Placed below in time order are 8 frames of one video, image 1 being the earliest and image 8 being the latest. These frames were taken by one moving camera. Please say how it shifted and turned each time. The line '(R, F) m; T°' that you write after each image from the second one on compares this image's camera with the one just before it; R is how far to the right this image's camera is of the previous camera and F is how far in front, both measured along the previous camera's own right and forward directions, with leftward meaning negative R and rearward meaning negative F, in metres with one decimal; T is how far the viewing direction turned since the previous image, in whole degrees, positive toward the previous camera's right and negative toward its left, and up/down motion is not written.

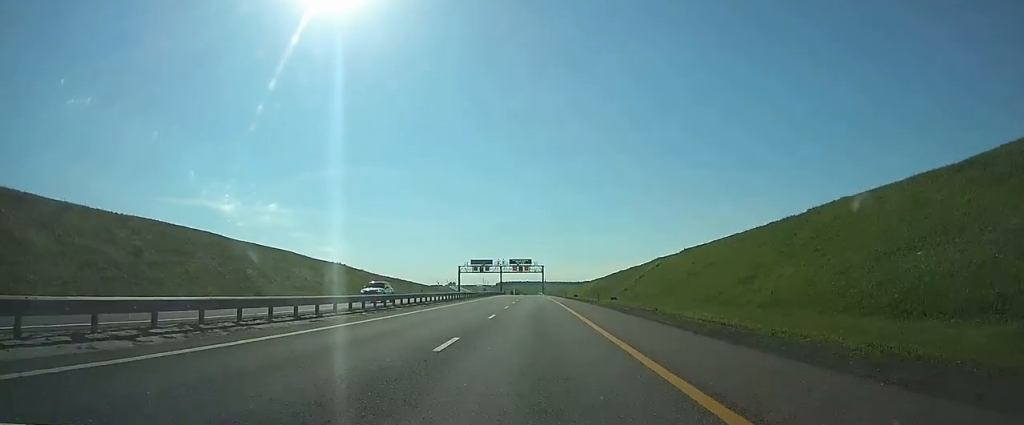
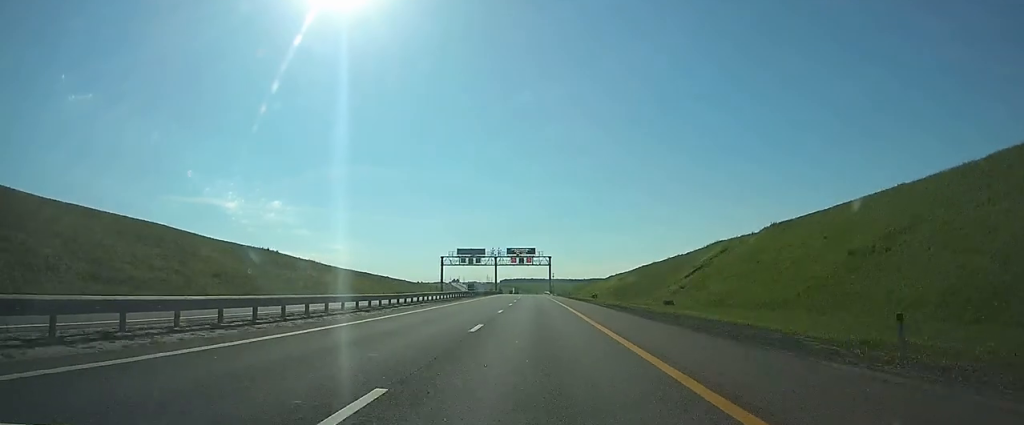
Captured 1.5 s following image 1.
(0.0, +23.4) m; 0°
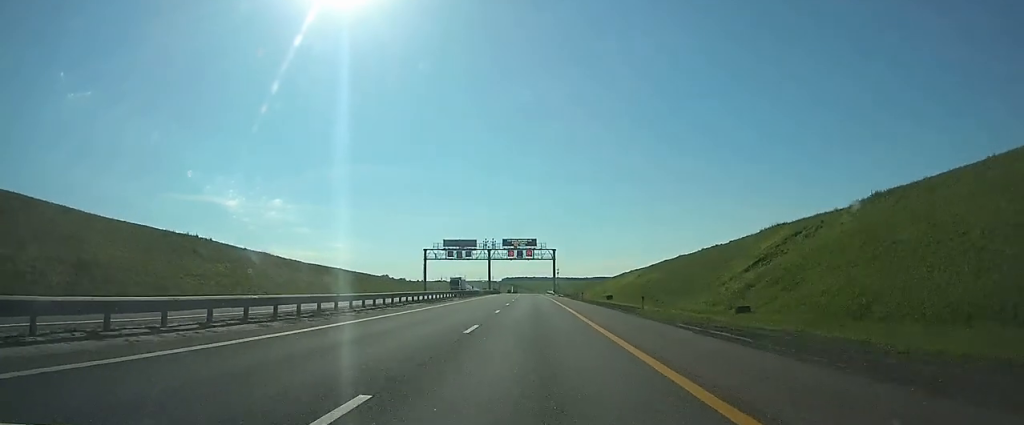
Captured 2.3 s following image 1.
(0.0, +19.1) m; -1°
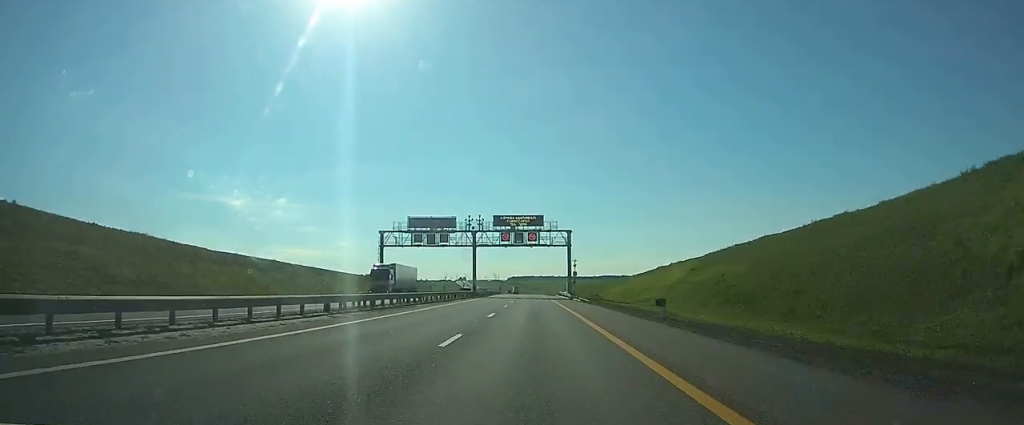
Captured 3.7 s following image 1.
(-0.6, +50.6) m; -1°
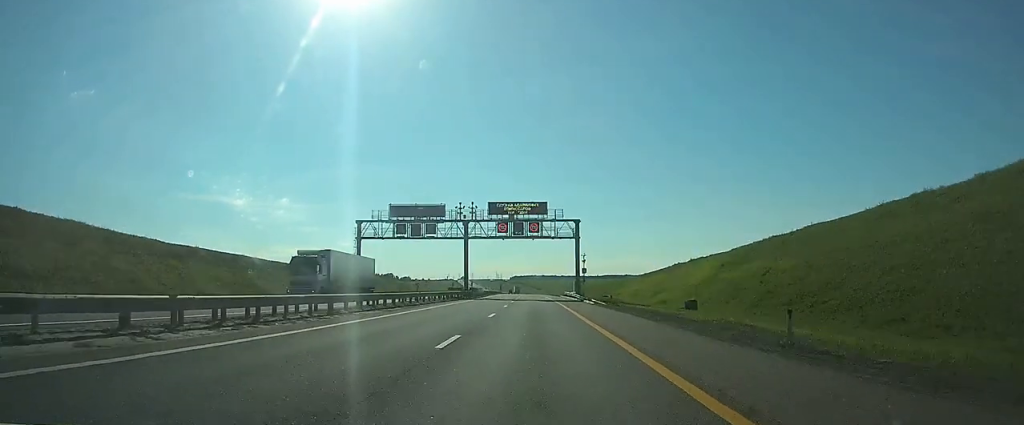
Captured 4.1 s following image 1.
(0.0, +20.1) m; 0°
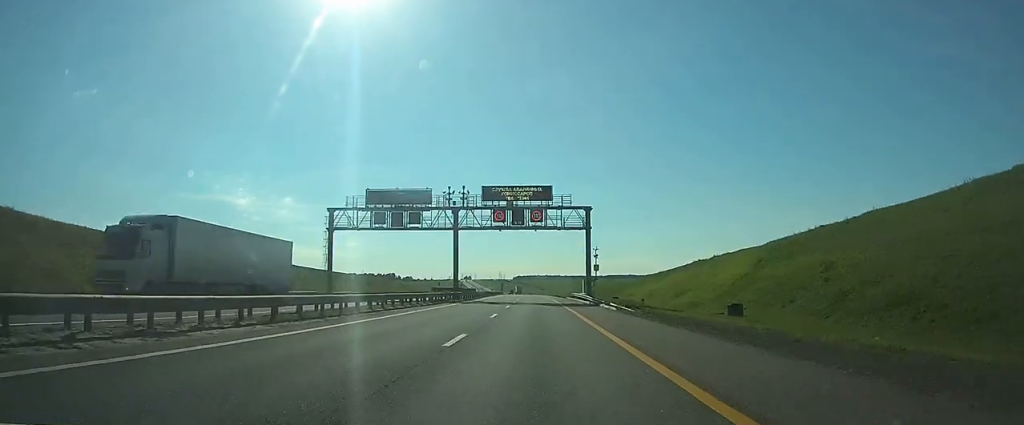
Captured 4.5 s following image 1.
(0.0, +20.3) m; 0°
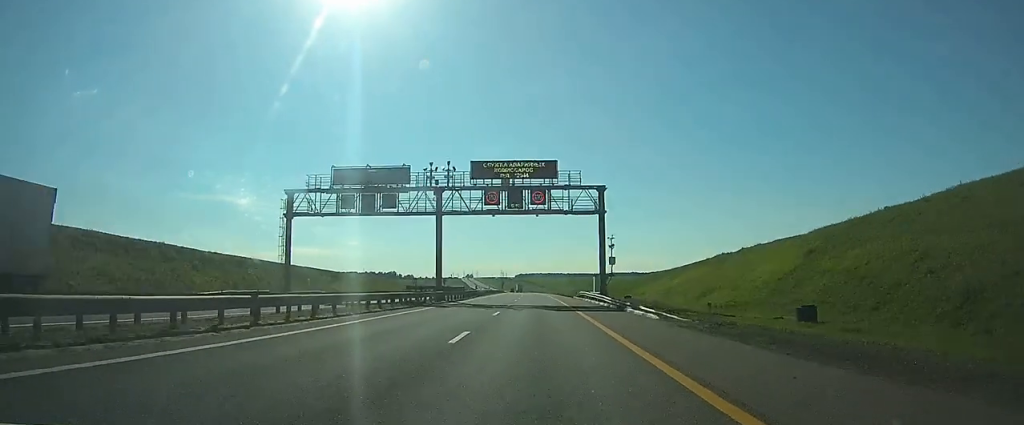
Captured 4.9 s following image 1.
(0.0, +20.8) m; 0°
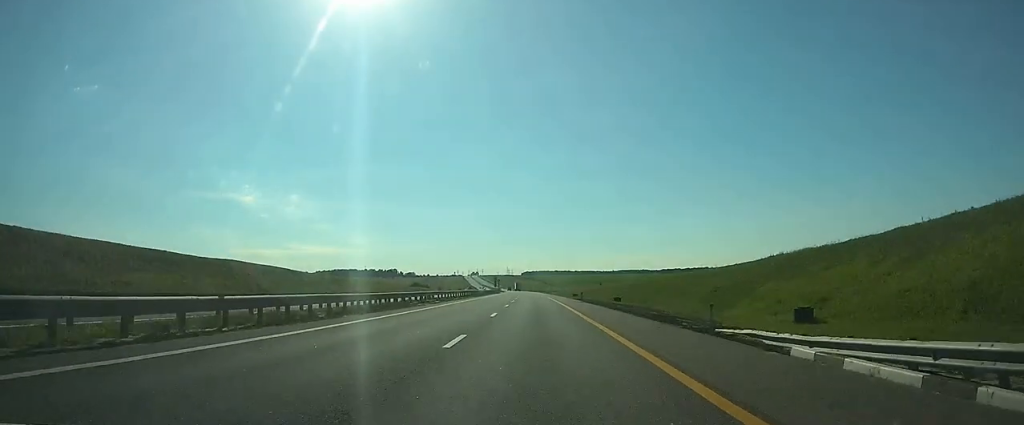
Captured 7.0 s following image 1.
(-0.3, +93.4) m; -1°
